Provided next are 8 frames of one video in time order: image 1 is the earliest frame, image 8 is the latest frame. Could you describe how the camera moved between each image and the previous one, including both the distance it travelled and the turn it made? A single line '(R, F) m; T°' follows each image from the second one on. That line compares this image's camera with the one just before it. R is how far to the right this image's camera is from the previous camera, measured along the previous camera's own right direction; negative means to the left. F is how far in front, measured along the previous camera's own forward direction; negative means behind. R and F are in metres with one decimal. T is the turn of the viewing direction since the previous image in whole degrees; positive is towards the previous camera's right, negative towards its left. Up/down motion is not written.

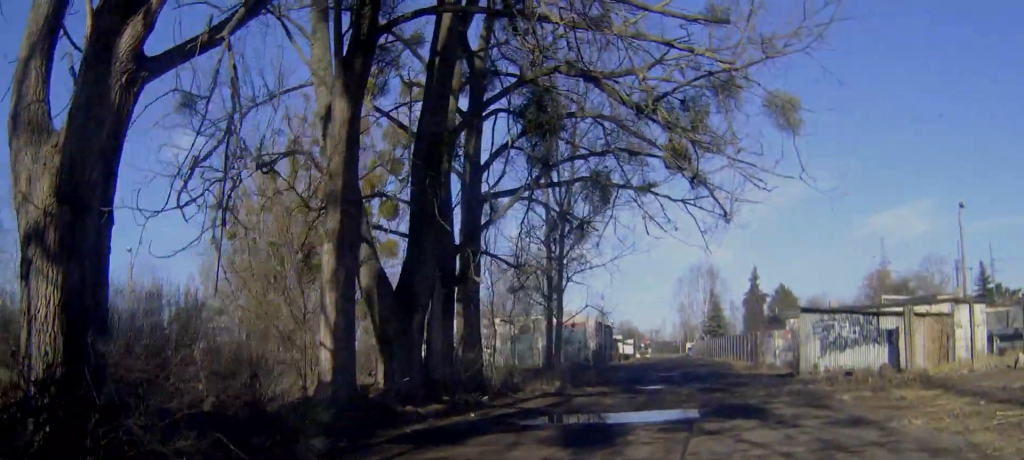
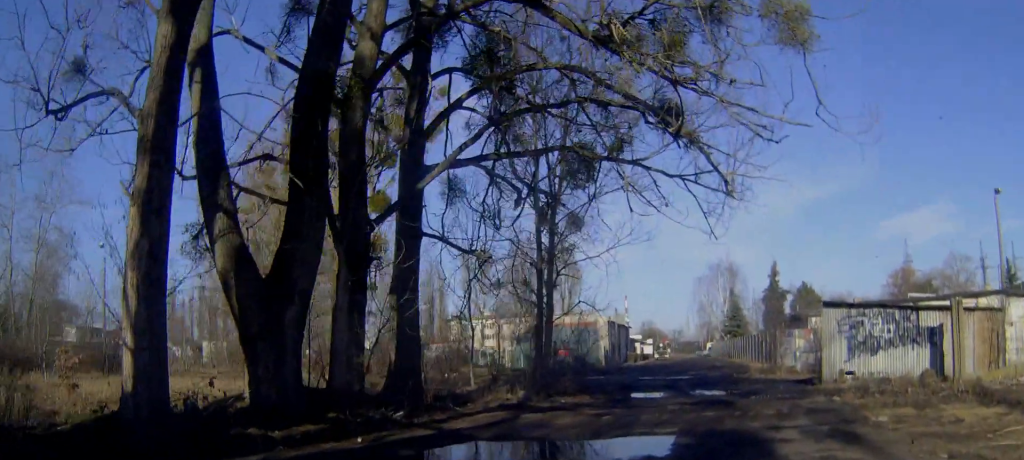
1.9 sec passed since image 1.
(-0.2, +4.7) m; -3°
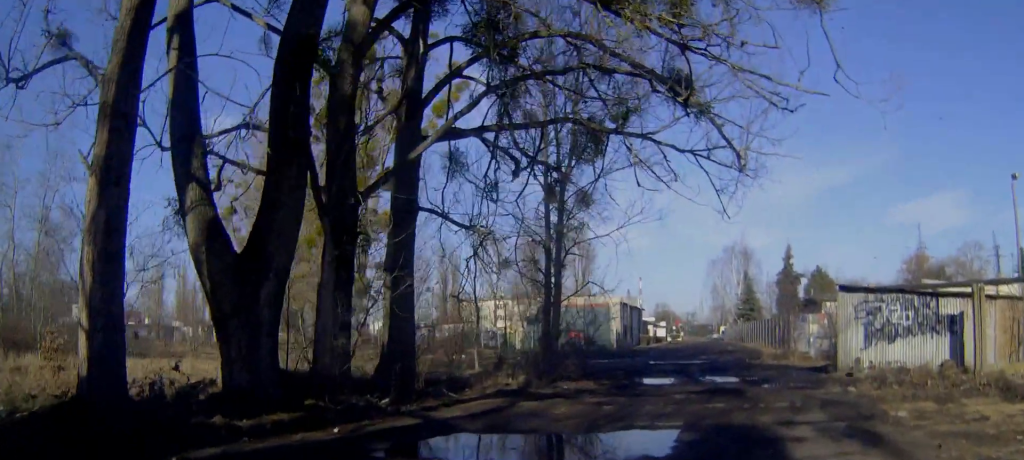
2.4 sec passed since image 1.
(0.0, +0.9) m; 0°
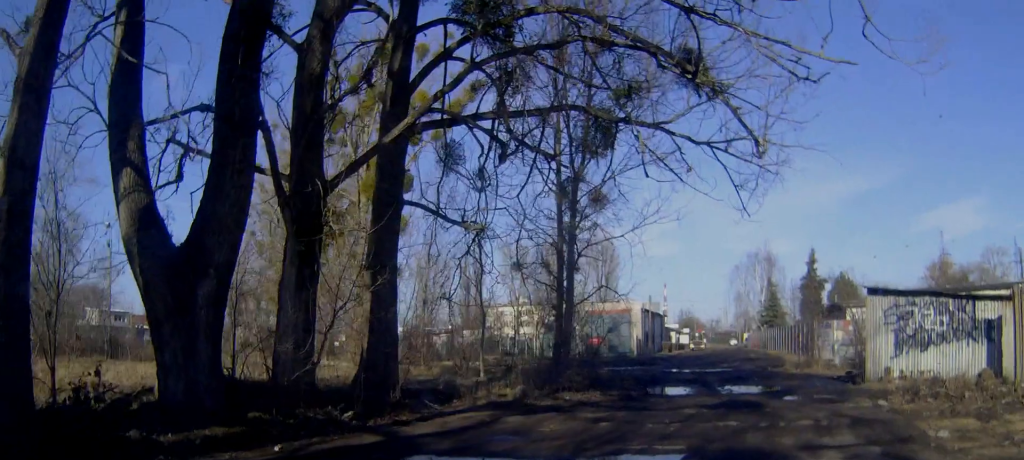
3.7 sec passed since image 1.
(0.0, +1.9) m; 0°
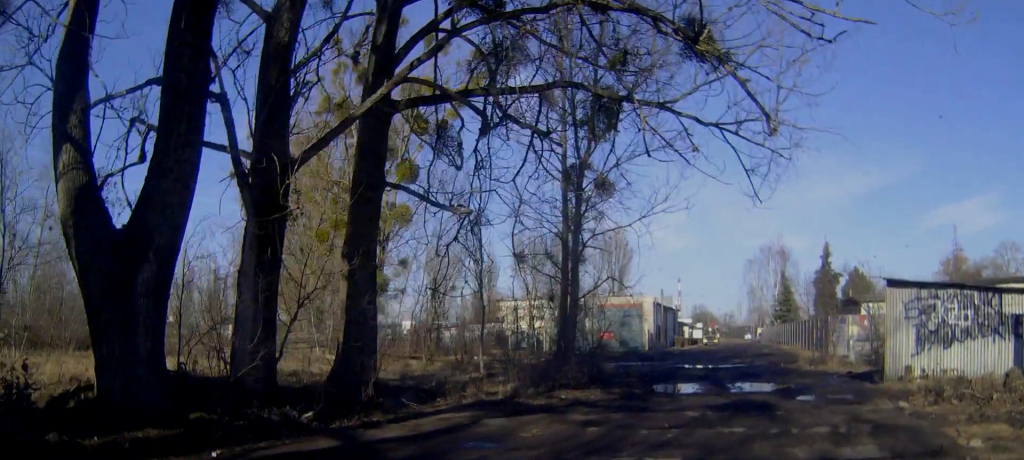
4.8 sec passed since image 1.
(+0.1, +1.2) m; 0°
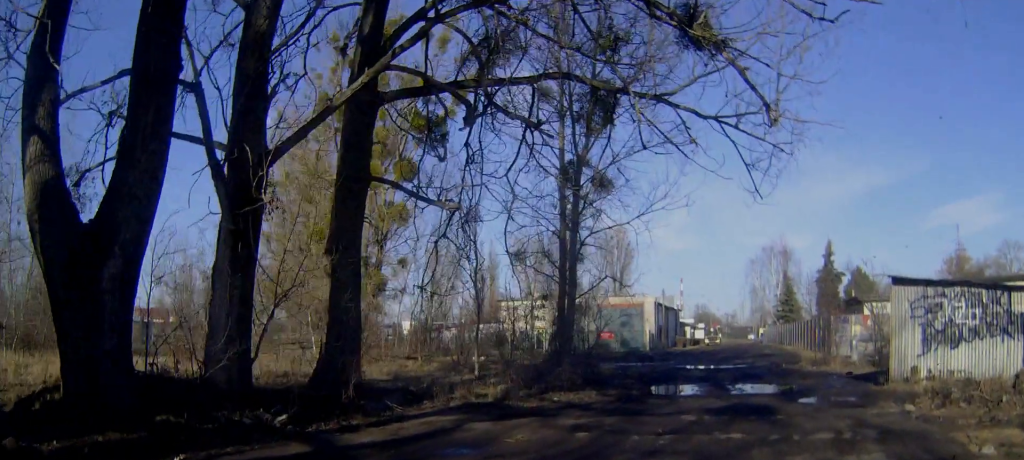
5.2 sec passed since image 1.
(+0.1, +0.5) m; 0°
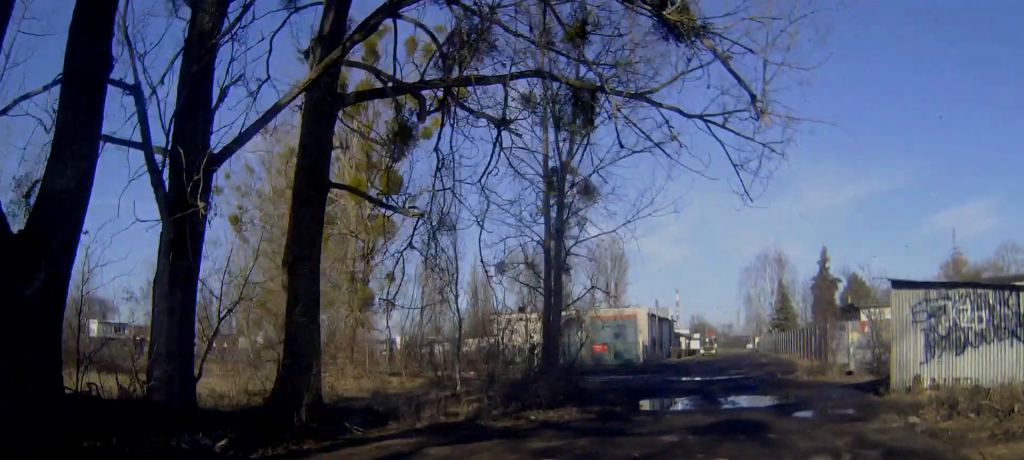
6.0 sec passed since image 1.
(+0.1, +0.9) m; 0°
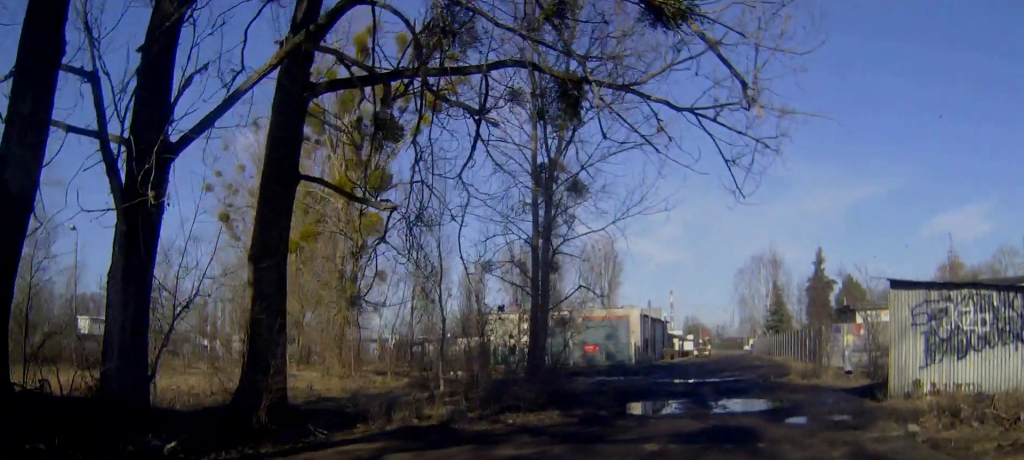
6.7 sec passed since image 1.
(-0.1, +0.7) m; 0°
